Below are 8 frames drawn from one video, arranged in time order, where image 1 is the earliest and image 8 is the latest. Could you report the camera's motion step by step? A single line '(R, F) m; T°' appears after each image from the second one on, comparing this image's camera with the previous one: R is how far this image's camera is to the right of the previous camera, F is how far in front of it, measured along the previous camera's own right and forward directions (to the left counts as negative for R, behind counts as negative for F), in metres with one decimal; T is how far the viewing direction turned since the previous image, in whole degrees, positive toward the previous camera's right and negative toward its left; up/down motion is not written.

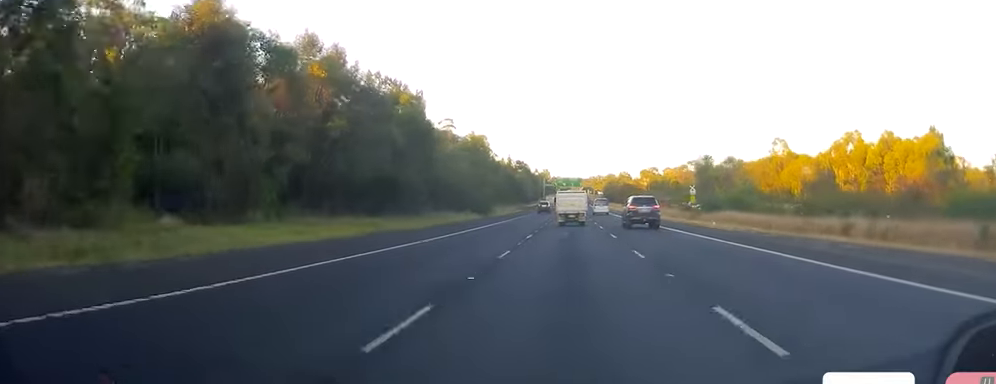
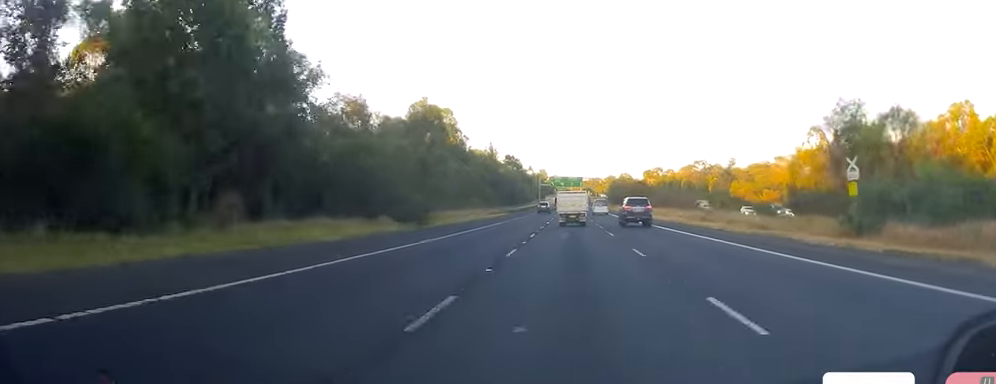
(0.0, +34.8) m; +1°
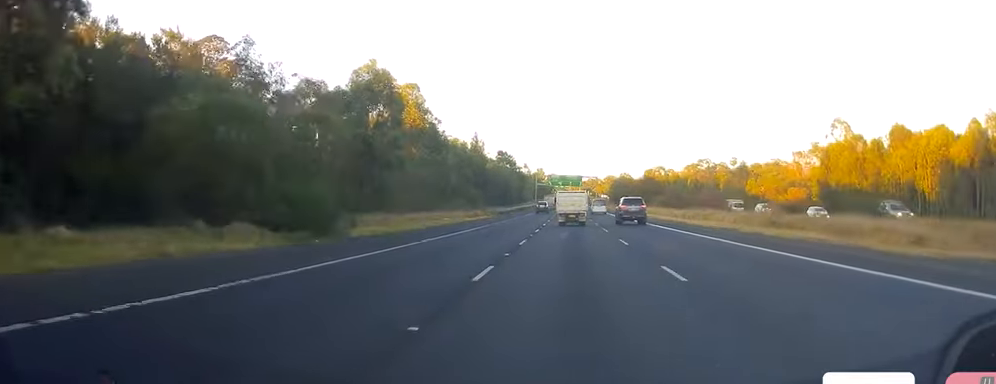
(+0.2, +18.7) m; 0°
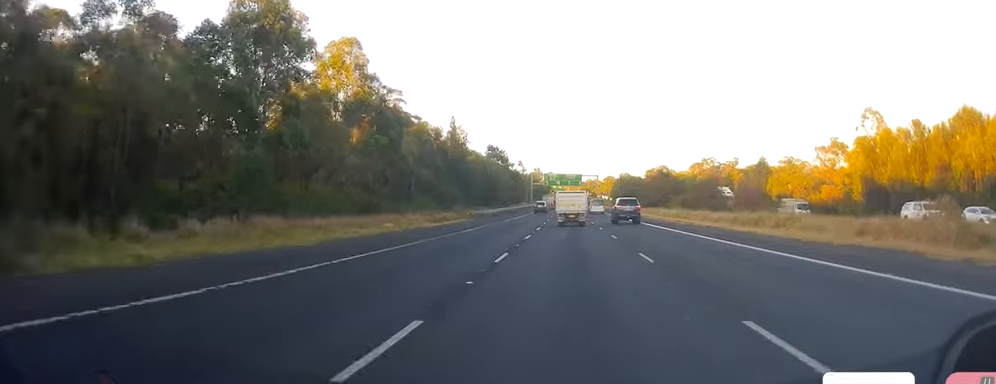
(0.0, +19.5) m; -1°
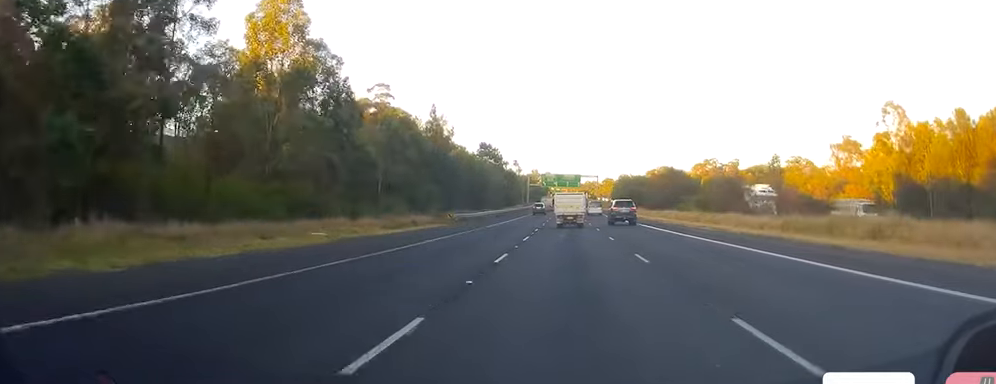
(-0.4, +11.5) m; 0°
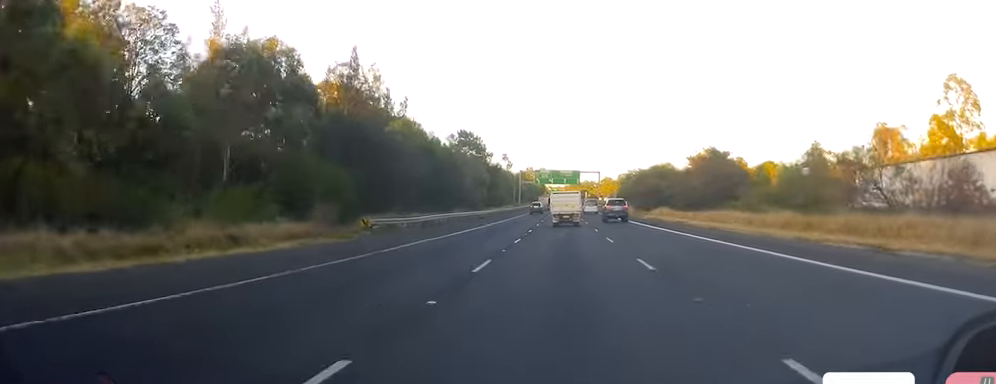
(+0.2, +26.7) m; 0°
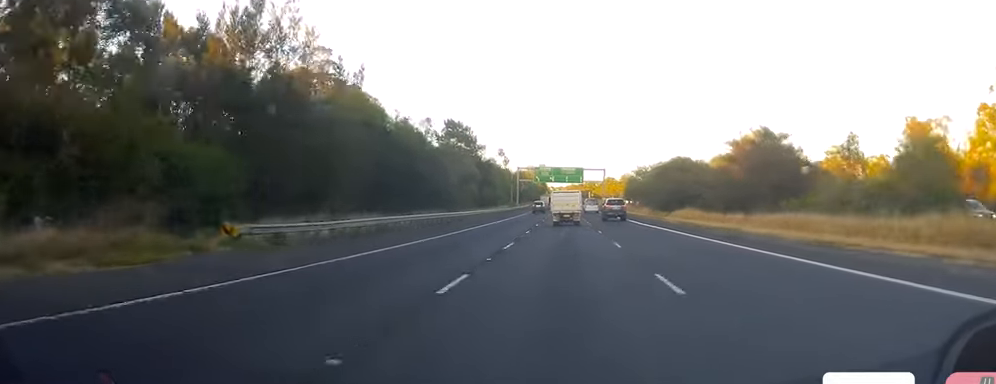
(+0.1, +16.0) m; 0°
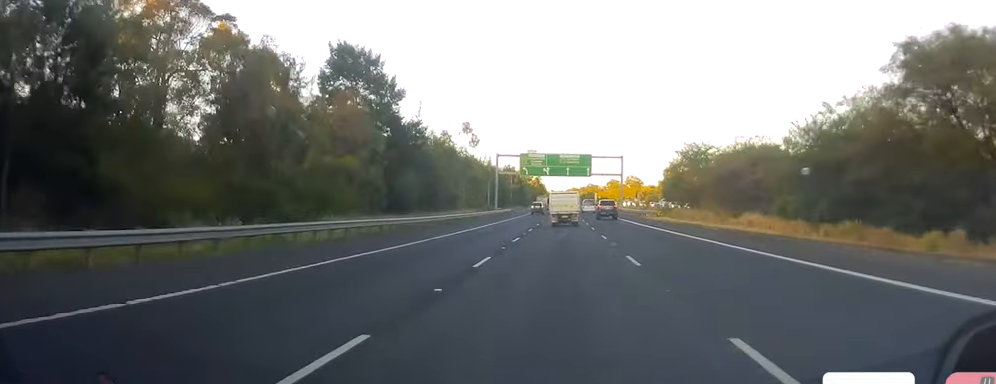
(-0.2, +54.8) m; +1°
